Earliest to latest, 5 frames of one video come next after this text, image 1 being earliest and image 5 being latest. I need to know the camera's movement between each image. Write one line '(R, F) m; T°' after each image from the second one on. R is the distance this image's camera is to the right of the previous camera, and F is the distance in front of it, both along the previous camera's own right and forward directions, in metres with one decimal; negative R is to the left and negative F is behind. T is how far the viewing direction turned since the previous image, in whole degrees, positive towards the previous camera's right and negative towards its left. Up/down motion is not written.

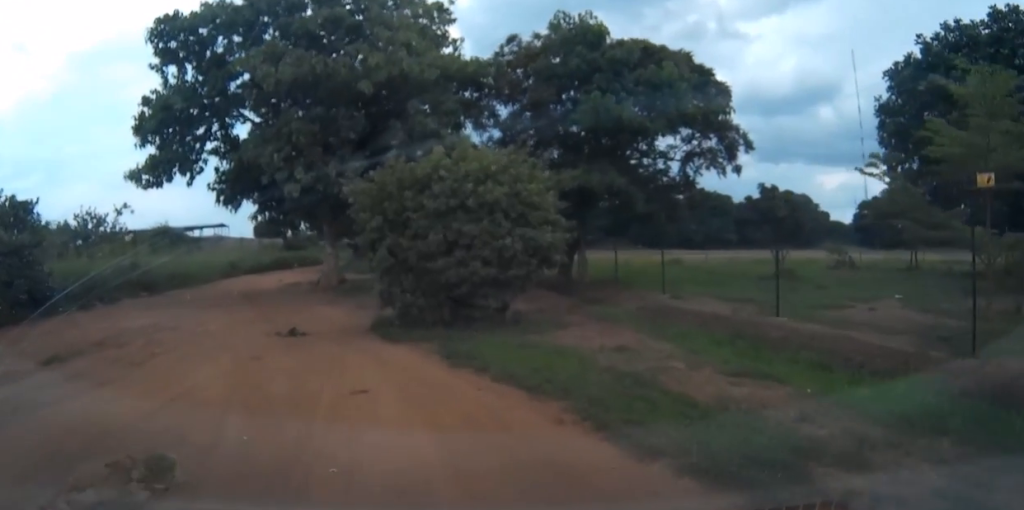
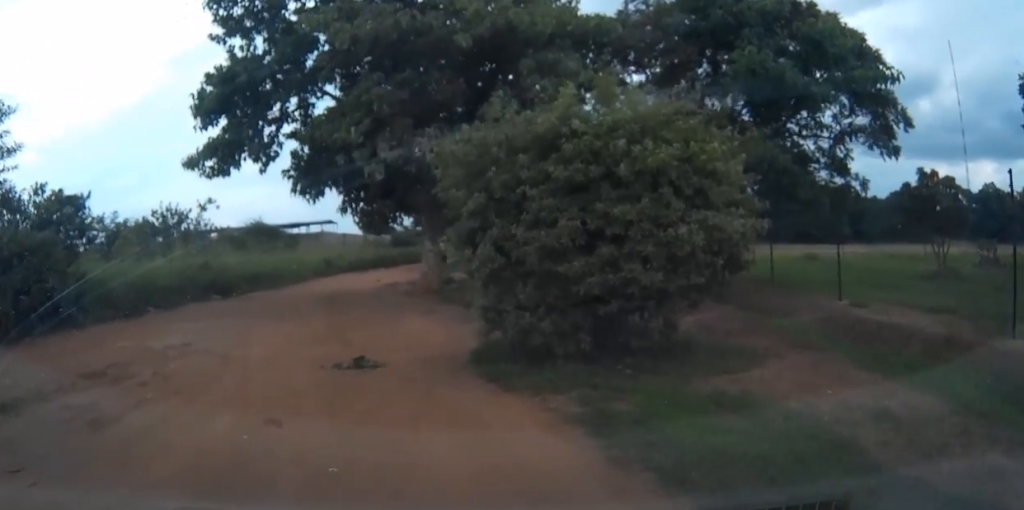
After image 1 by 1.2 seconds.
(-0.3, +3.9) m; -7°
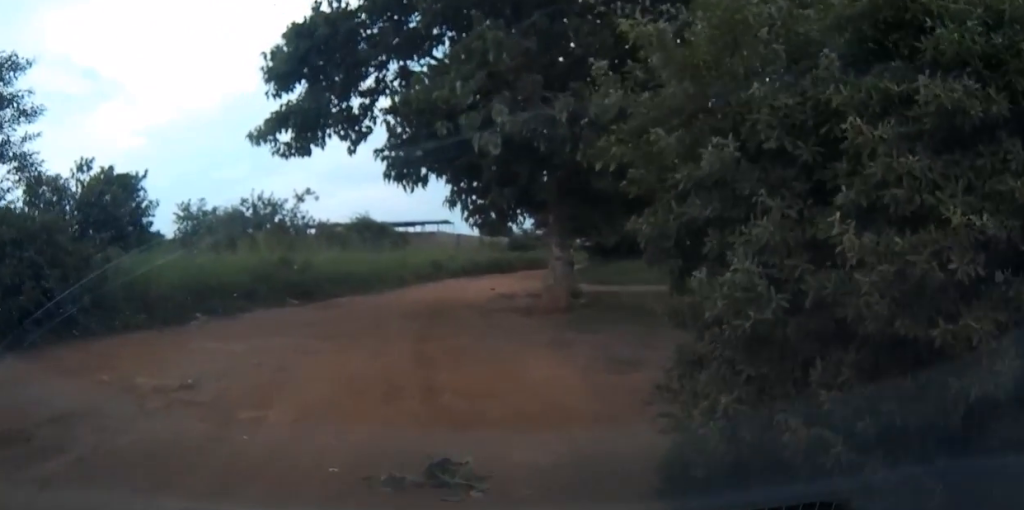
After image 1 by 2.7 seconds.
(-0.2, +4.3) m; -8°
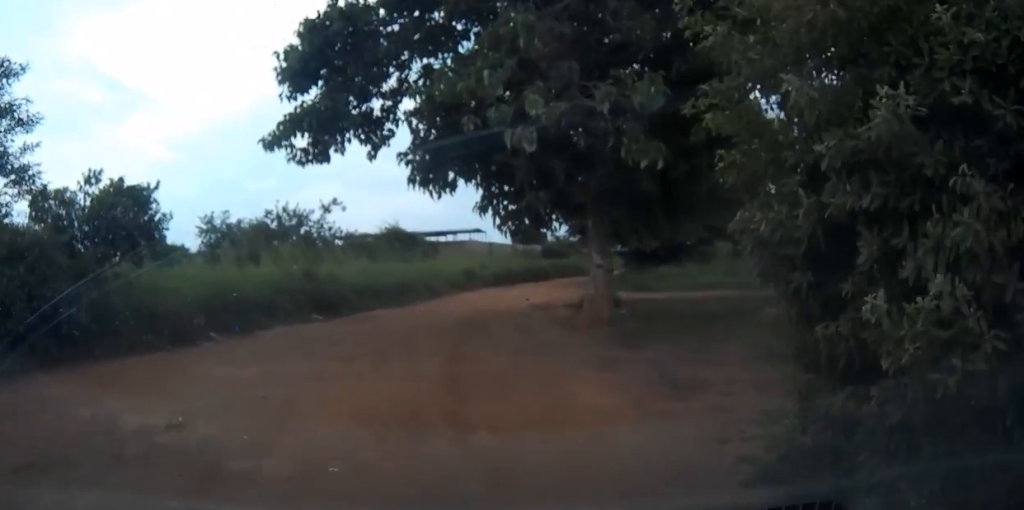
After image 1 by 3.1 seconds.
(-0.1, +1.1) m; -2°
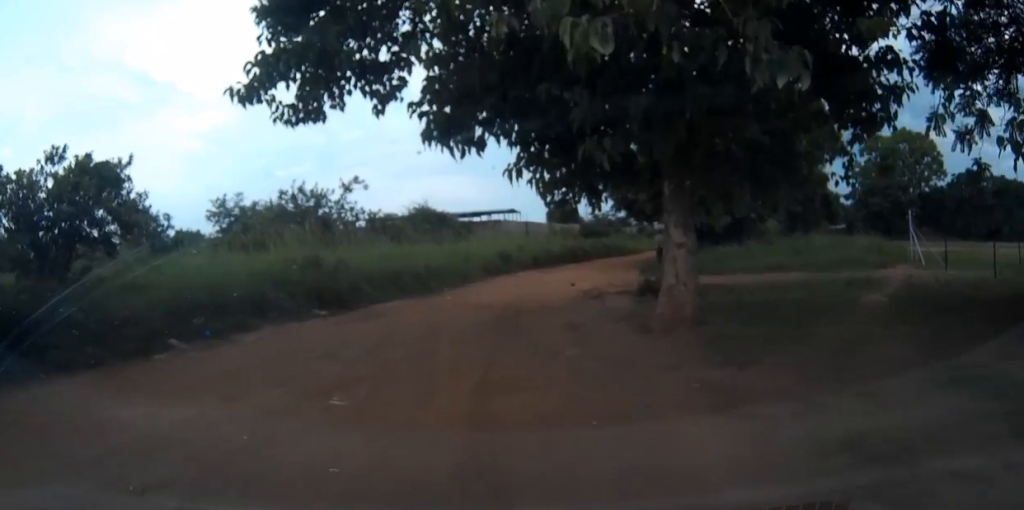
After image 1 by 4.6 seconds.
(-0.1, +3.7) m; -3°
